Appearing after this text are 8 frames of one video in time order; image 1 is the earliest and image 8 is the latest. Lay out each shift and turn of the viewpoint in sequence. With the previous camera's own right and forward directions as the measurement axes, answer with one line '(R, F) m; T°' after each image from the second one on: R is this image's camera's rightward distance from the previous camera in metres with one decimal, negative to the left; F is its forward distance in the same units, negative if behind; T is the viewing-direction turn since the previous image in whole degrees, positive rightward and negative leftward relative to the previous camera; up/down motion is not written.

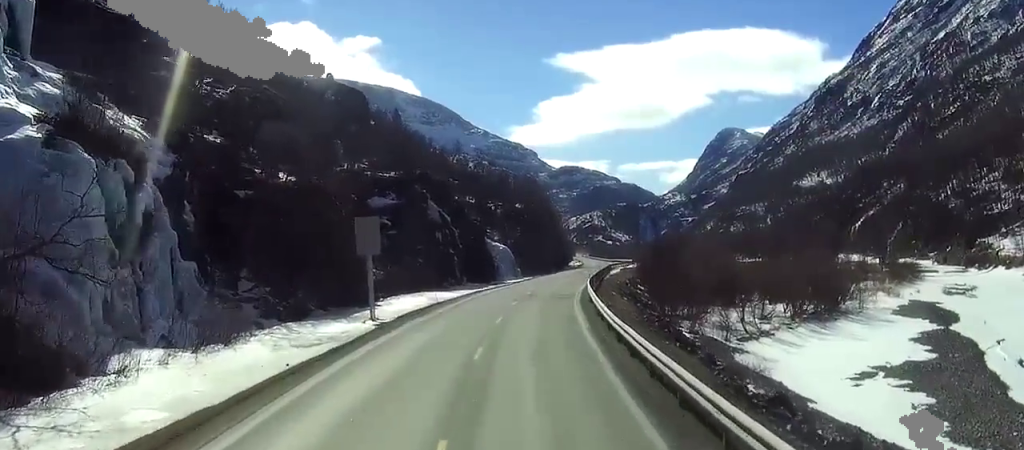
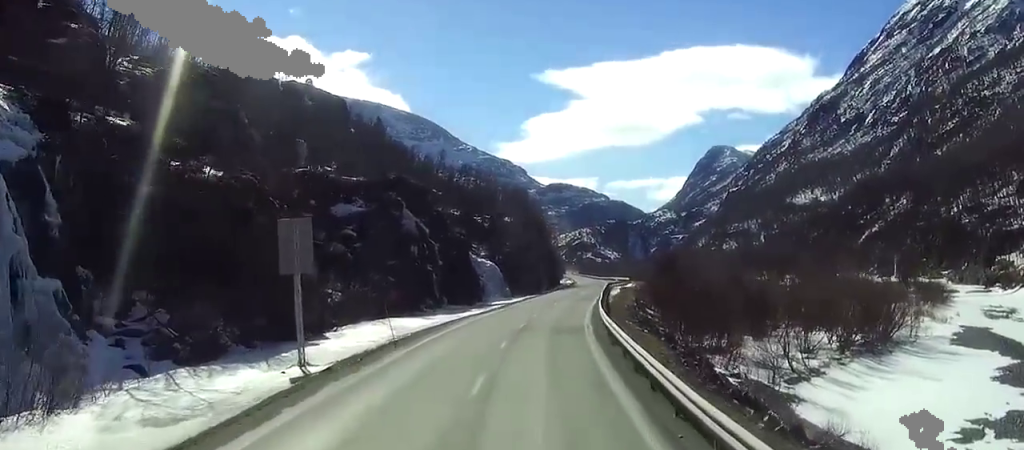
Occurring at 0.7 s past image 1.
(+0.3, +15.3) m; +1°
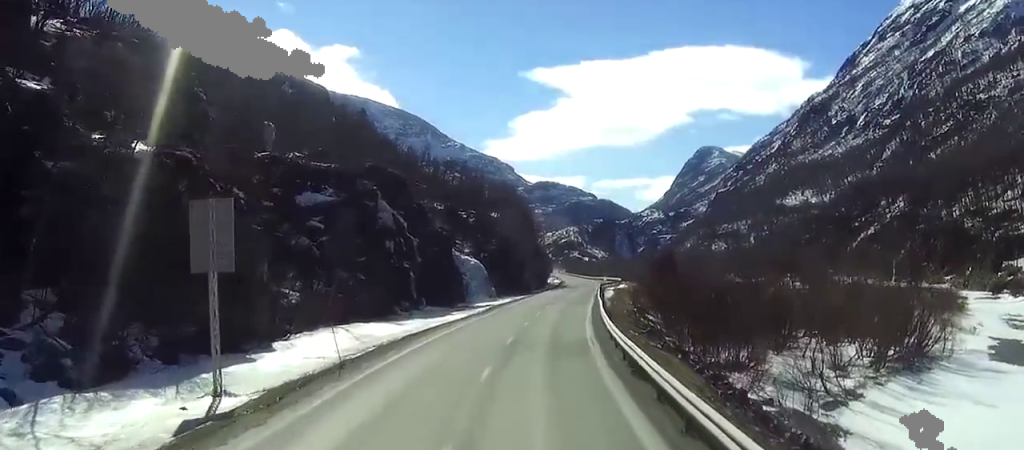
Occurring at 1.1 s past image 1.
(0.0, +9.2) m; 0°
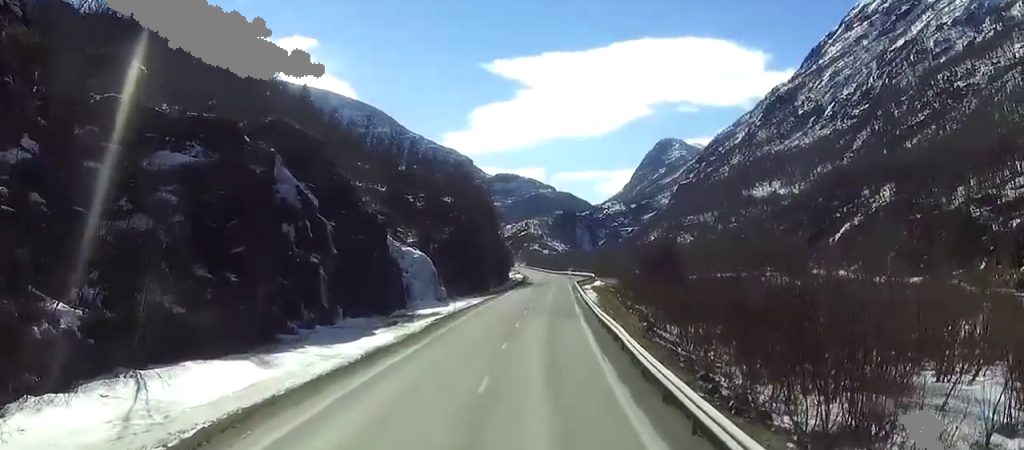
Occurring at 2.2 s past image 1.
(0.0, +25.7) m; 0°
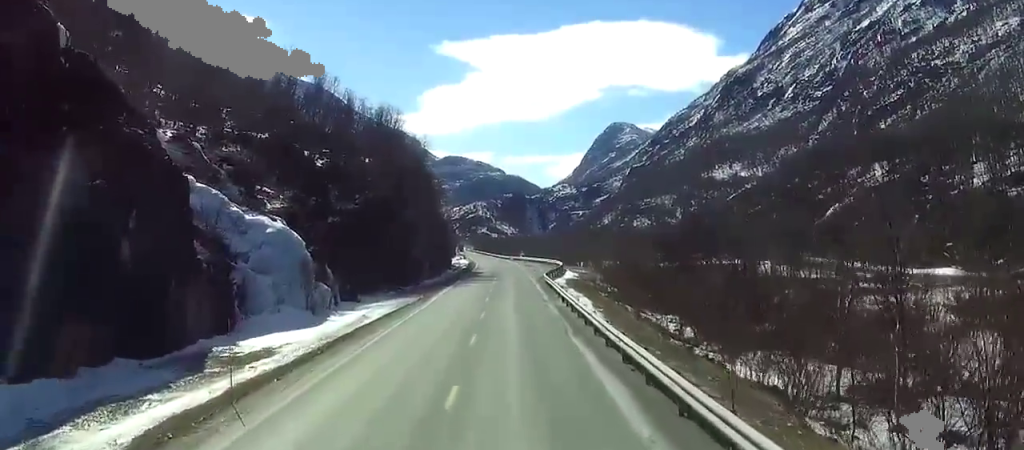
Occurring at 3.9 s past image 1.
(+0.8, +40.7) m; +2°
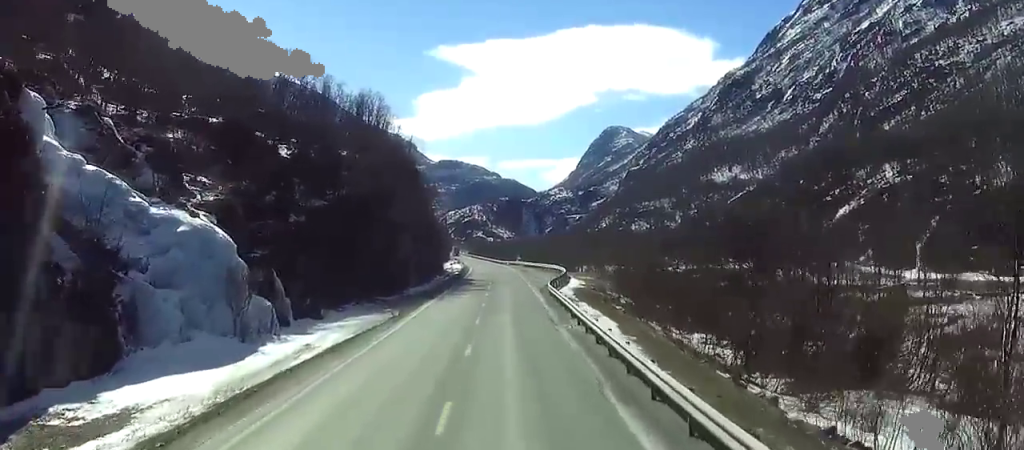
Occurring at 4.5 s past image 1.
(+0.1, +13.5) m; 0°
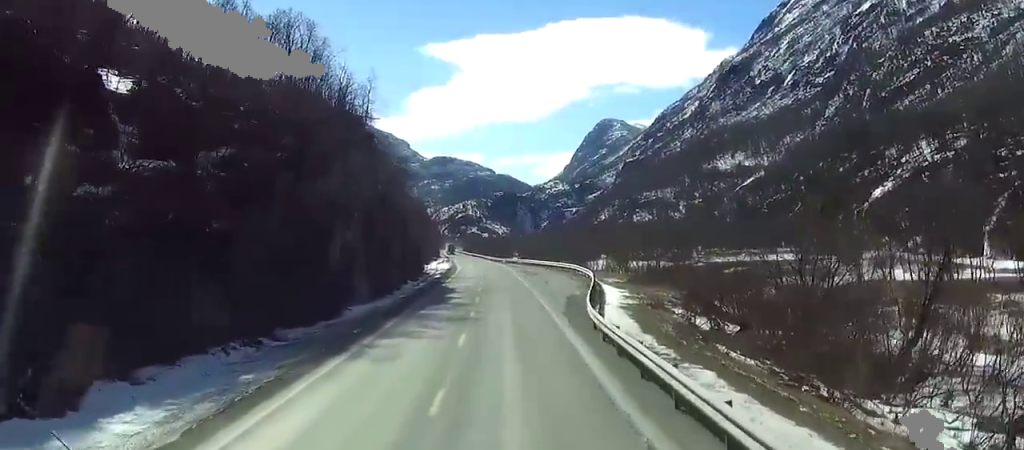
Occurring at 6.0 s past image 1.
(0.0, +34.9) m; 0°
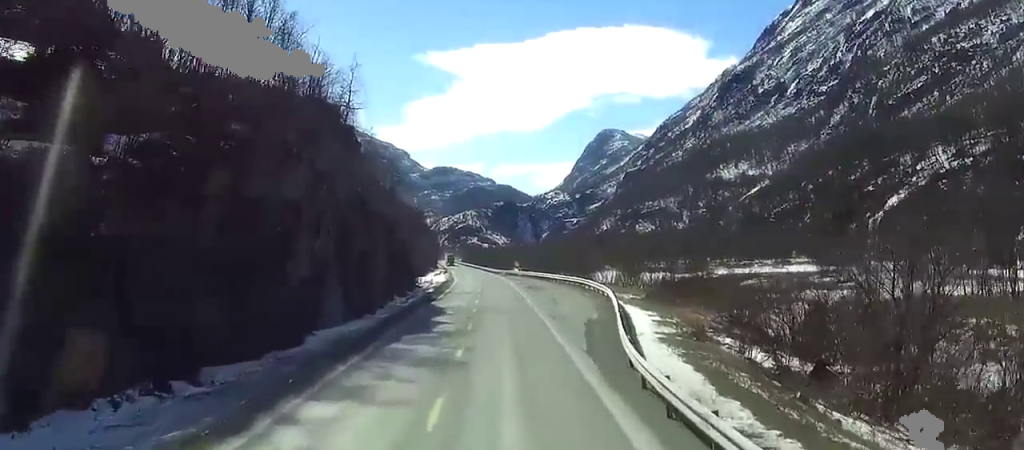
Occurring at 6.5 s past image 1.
(0.0, +11.6) m; 0°
